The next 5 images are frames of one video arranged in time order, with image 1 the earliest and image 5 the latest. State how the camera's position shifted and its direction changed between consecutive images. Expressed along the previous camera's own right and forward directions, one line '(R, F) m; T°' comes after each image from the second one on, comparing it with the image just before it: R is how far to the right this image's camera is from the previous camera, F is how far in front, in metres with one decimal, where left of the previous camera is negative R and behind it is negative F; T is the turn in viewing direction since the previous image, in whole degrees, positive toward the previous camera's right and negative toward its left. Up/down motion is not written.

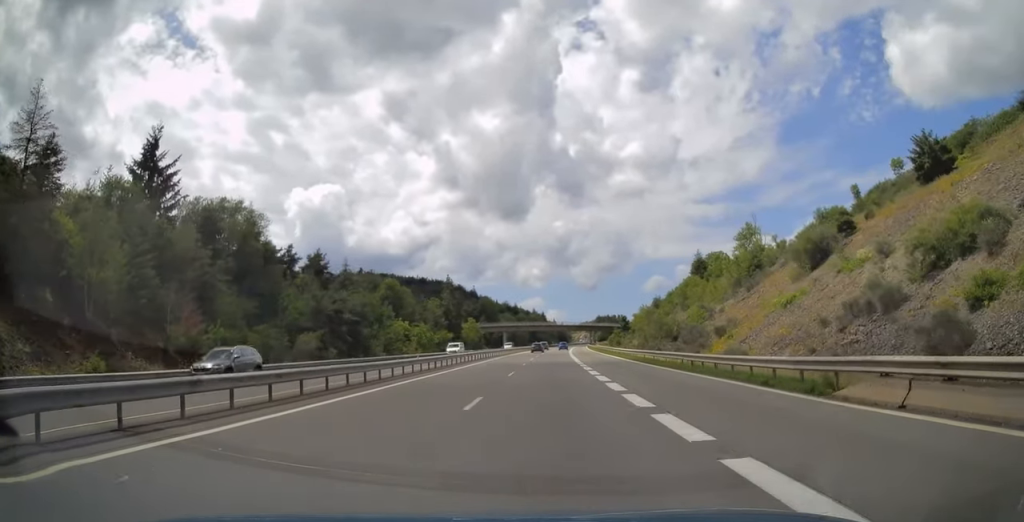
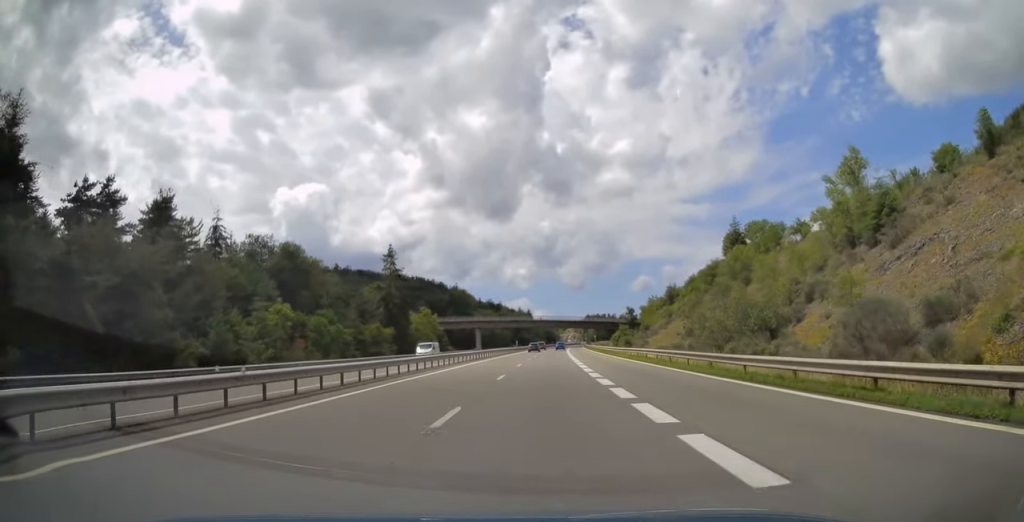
(+0.4, +39.3) m; +1°
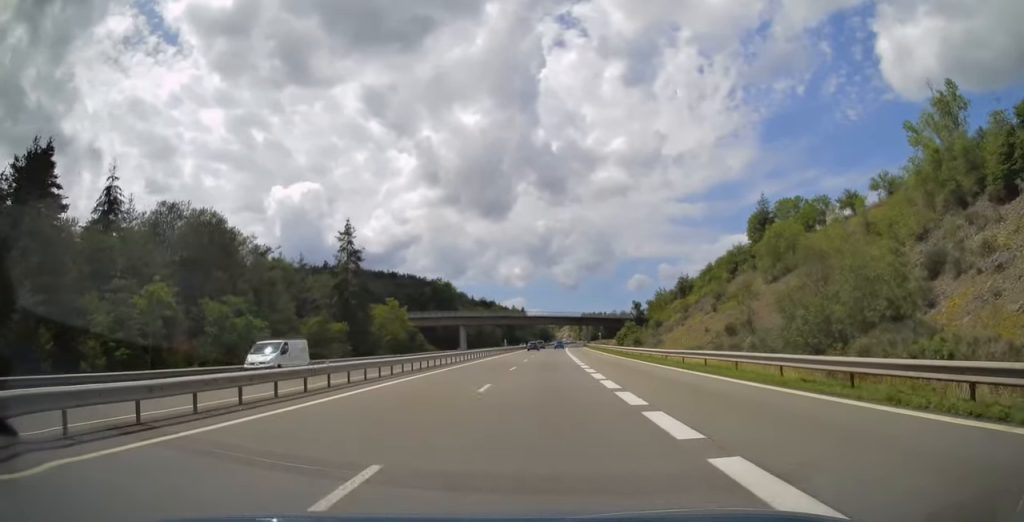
(+0.1, +21.2) m; 0°
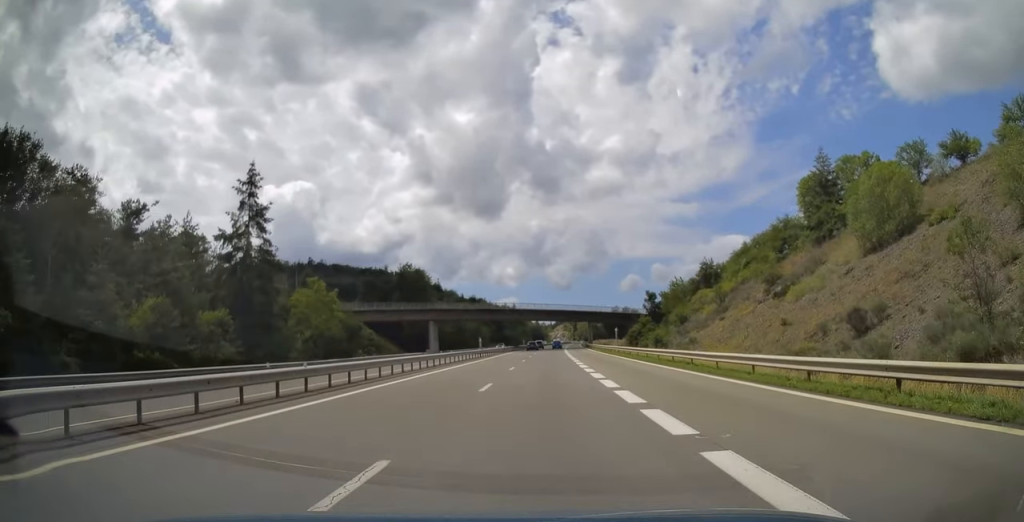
(0.0, +28.7) m; 0°
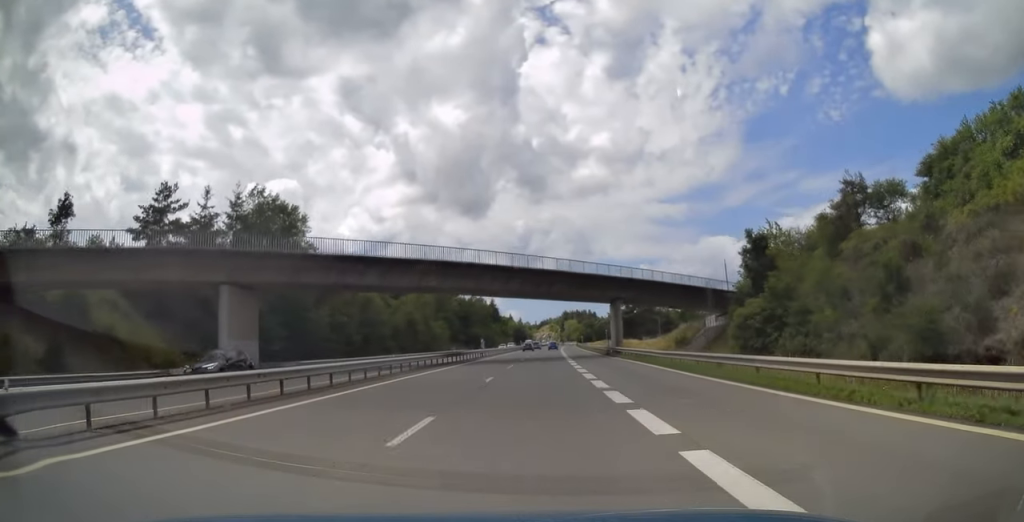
(+1.3, +63.3) m; +2°
